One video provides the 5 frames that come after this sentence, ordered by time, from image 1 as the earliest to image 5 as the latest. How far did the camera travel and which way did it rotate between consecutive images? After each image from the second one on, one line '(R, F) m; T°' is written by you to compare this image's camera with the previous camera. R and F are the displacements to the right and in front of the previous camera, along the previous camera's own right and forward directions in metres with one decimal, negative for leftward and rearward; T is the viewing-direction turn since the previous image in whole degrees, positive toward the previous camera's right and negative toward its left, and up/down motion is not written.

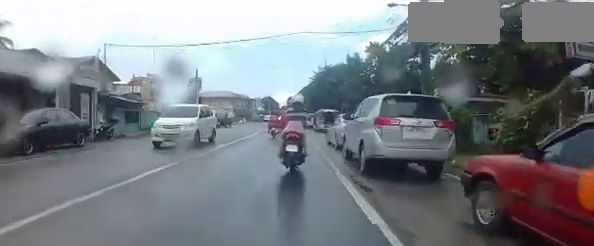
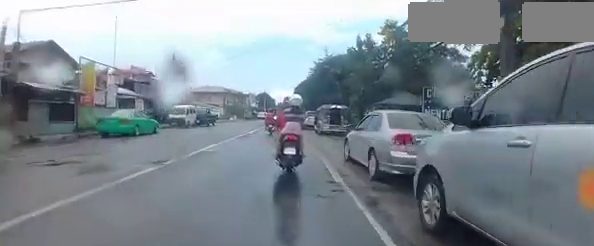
(0.0, +6.9) m; -4°
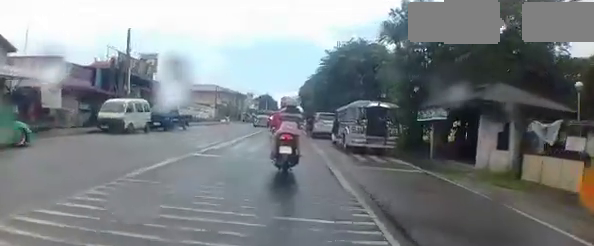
(-0.3, +10.0) m; +2°
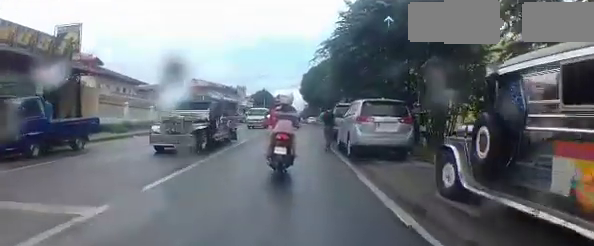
(+0.1, +11.8) m; -4°
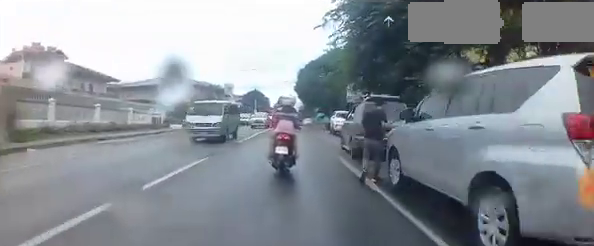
(-0.2, +7.1) m; -2°
